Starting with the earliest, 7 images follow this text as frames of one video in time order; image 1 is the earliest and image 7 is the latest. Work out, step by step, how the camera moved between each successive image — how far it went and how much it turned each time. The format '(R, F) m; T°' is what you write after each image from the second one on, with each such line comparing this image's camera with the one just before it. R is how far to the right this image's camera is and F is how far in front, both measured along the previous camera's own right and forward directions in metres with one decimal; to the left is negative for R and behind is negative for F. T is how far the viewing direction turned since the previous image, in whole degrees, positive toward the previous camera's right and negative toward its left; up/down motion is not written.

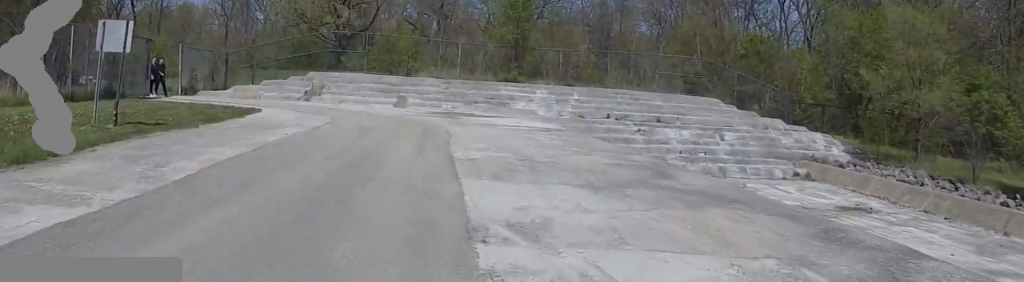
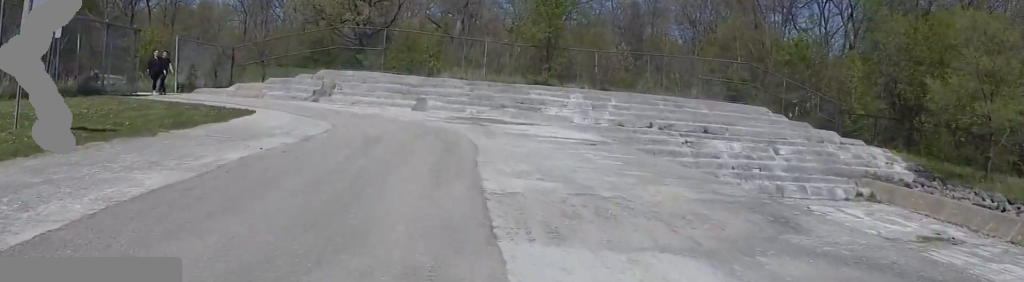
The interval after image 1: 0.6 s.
(+0.8, +3.2) m; +4°
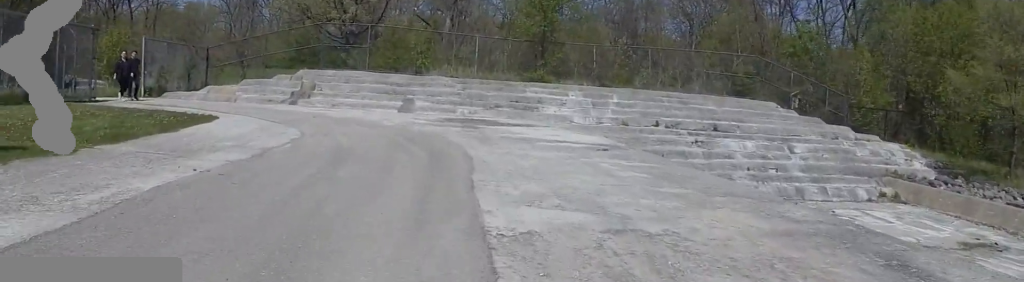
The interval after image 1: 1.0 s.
(0.0, +2.4) m; -1°
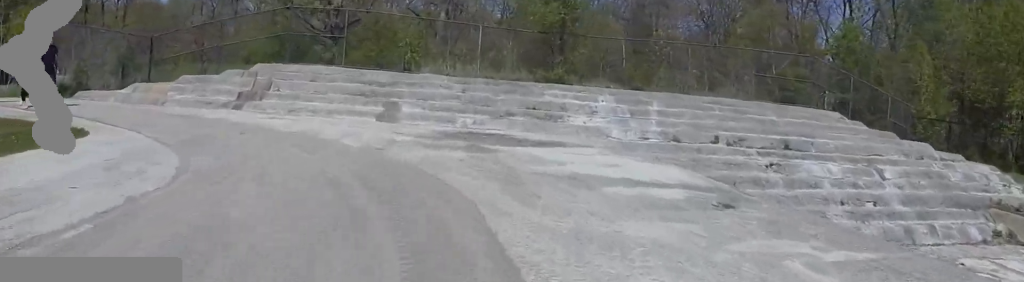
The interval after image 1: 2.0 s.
(-0.7, +6.1) m; -13°
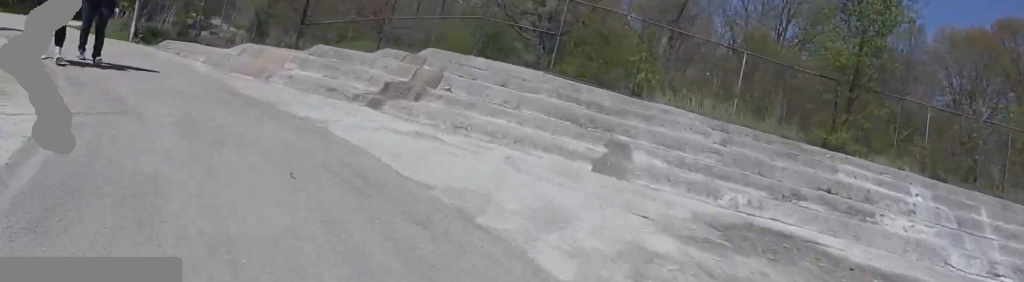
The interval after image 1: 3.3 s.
(-1.1, +6.2) m; -23°
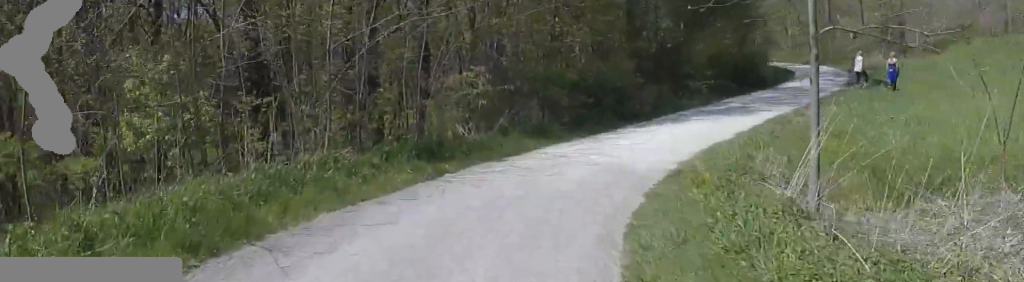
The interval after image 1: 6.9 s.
(-4.4, +17.1) m; -8°
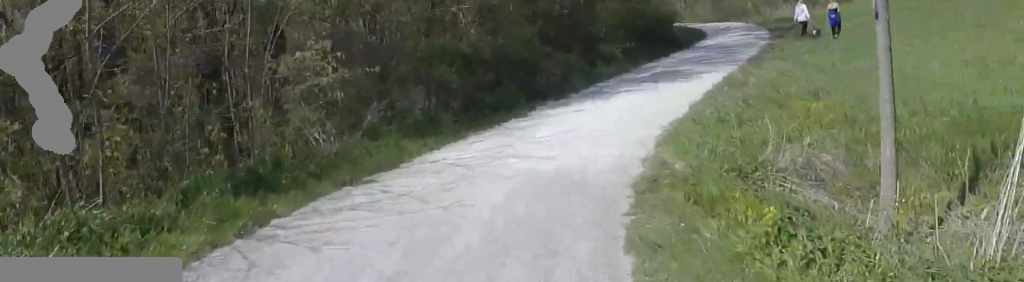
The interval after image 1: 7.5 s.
(+0.1, +3.3) m; +1°
